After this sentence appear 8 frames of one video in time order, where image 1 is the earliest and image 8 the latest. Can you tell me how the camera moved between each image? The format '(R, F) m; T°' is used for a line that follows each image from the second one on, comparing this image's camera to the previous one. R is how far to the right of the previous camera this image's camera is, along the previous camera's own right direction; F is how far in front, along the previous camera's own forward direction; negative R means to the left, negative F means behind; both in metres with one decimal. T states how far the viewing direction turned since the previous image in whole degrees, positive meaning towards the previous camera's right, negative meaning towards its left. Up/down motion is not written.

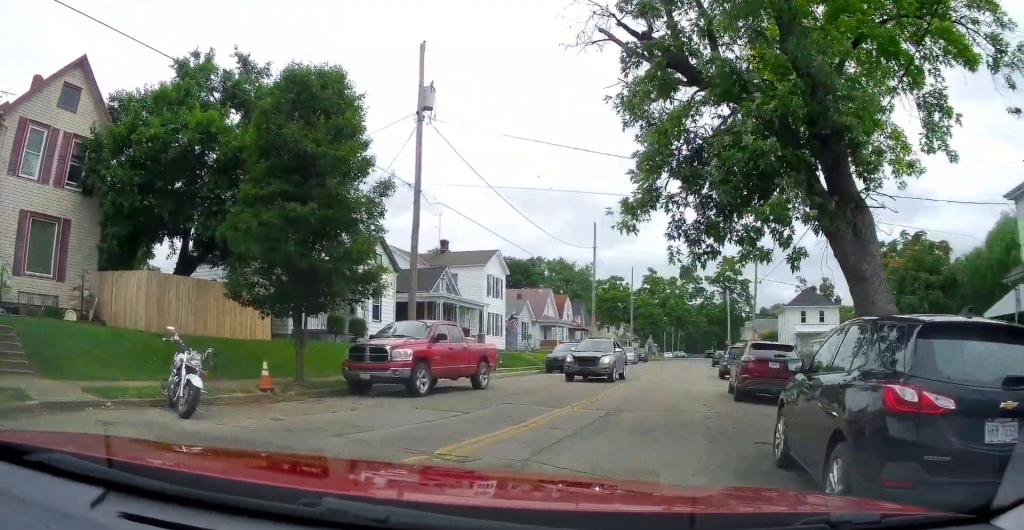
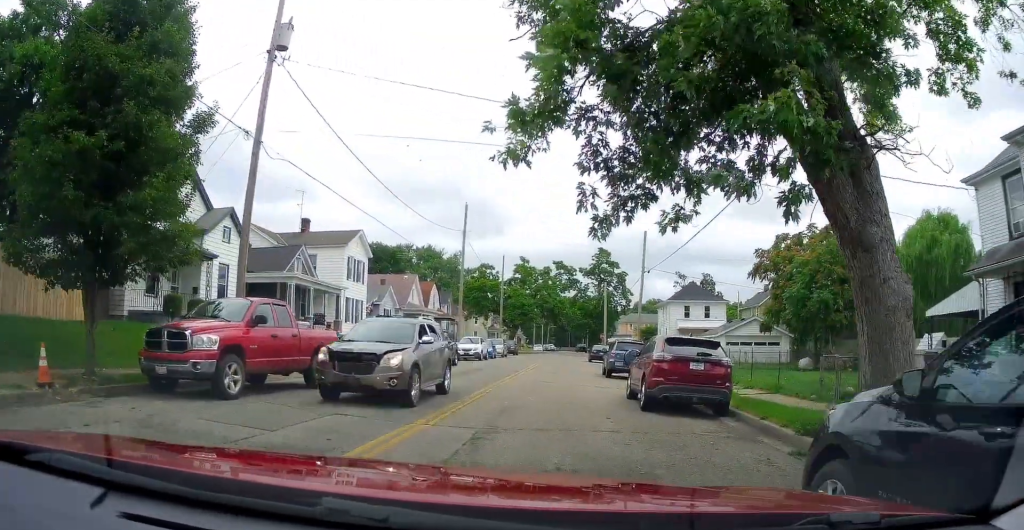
(0.0, +3.2) m; +12°
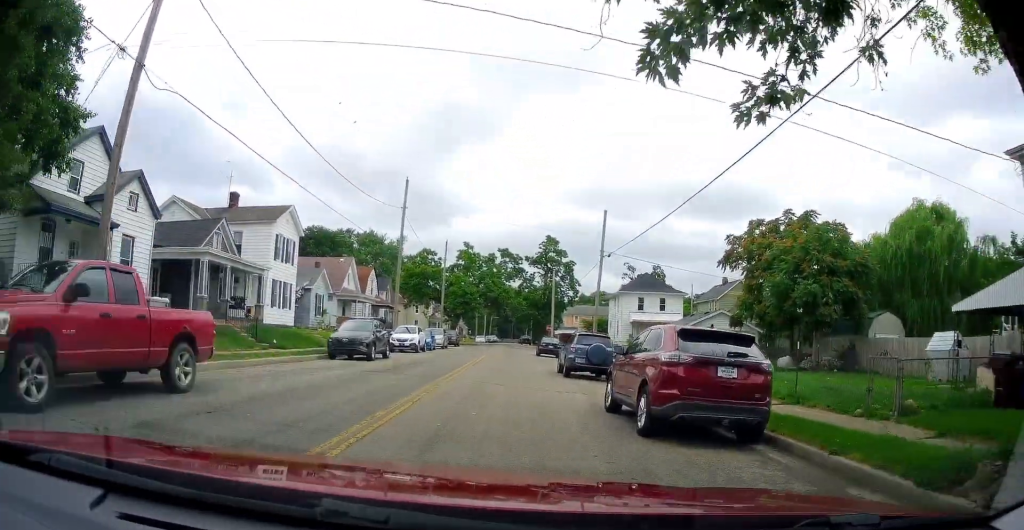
(+0.7, +3.6) m; +10°
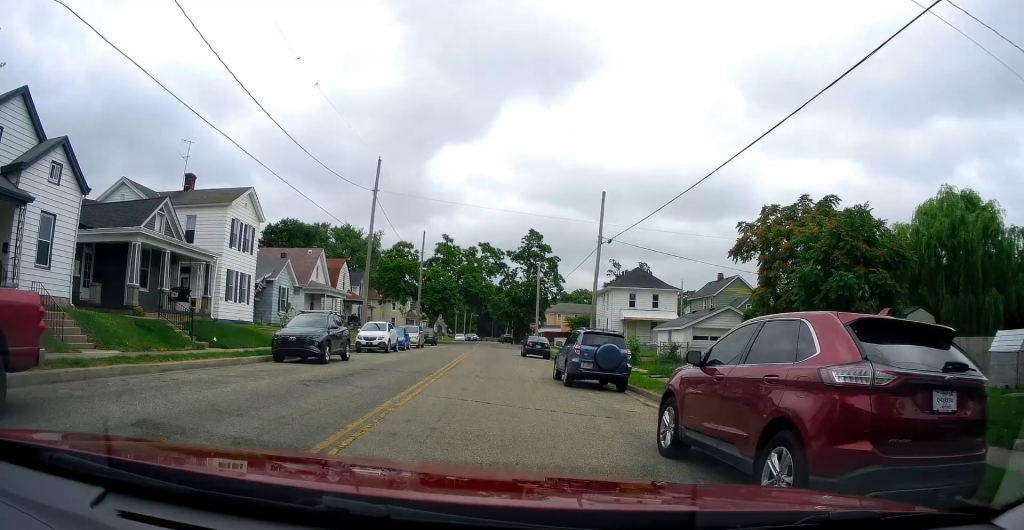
(+0.1, +4.2) m; +1°
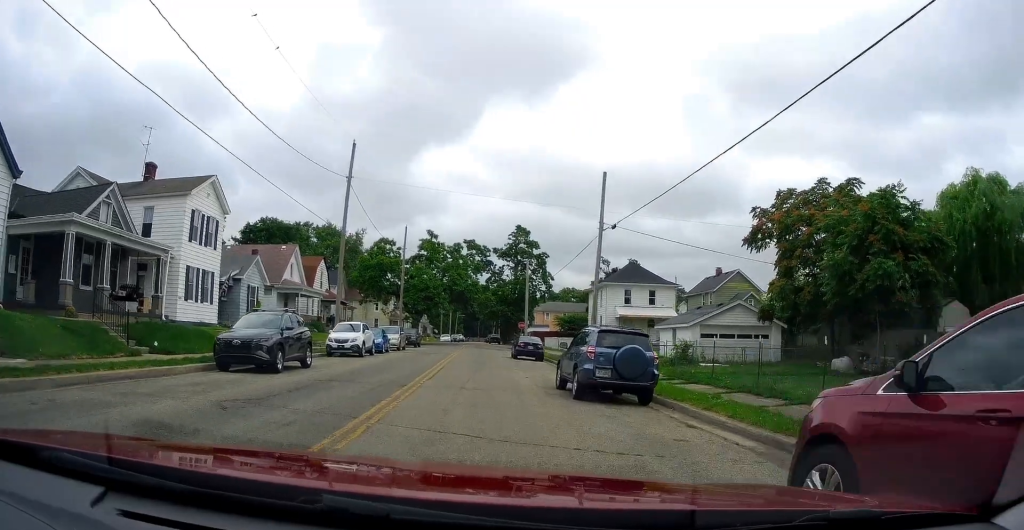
(0.0, +3.4) m; 0°
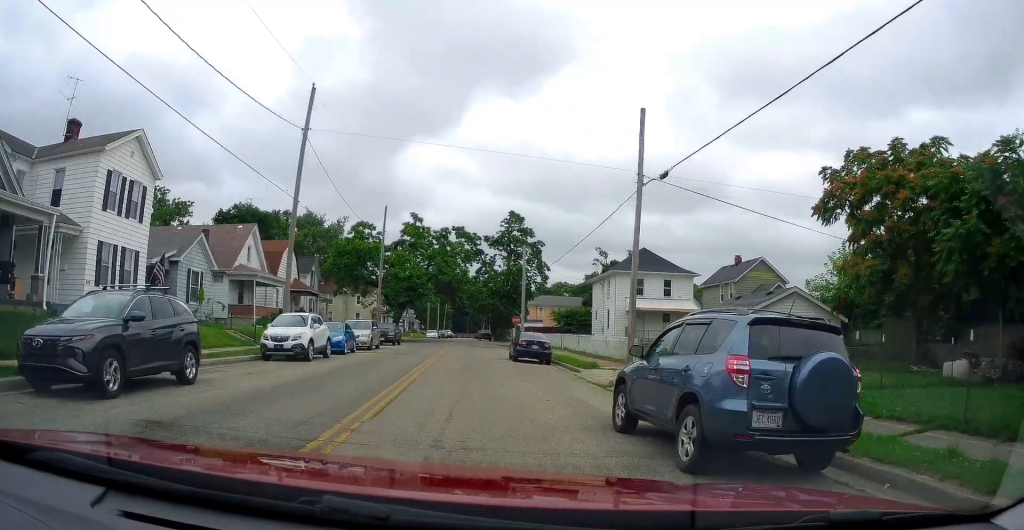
(0.0, +7.5) m; 0°
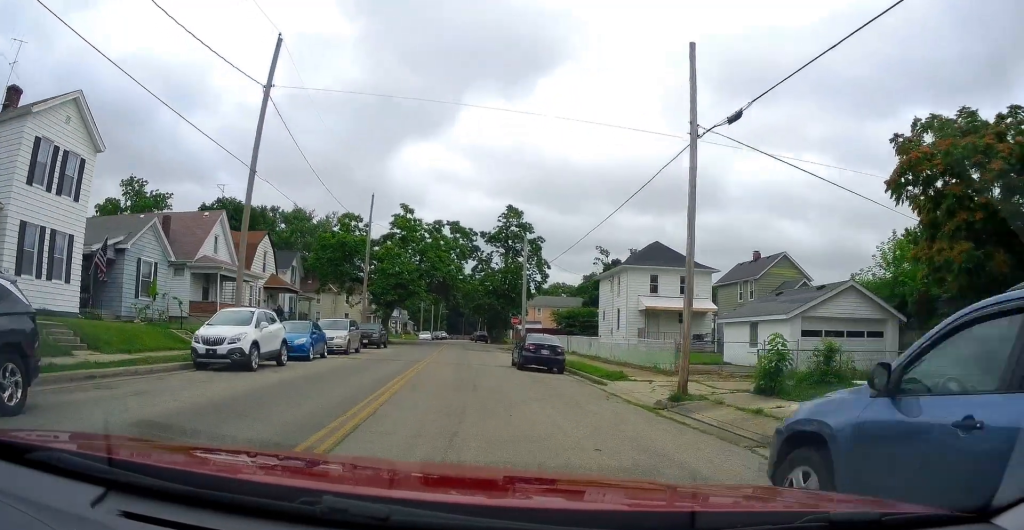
(0.0, +5.1) m; -1°
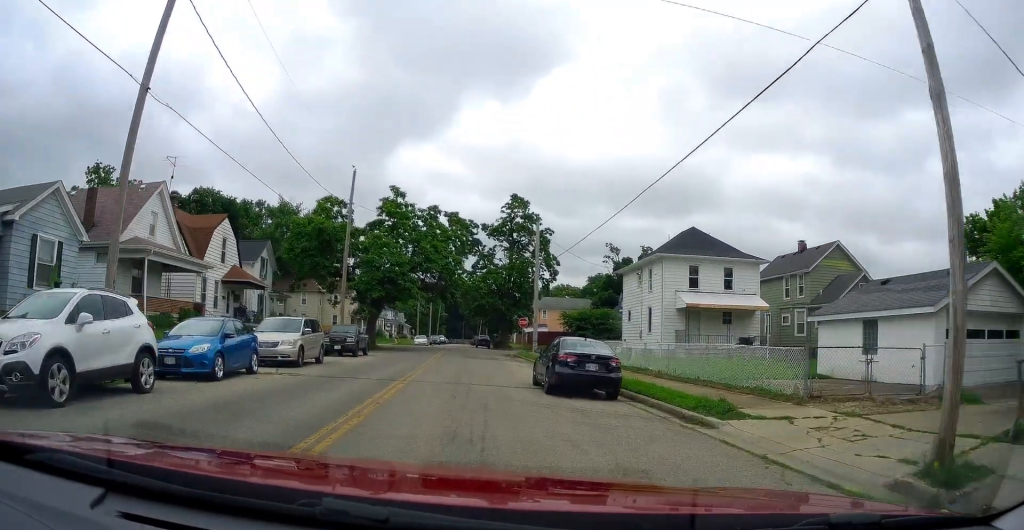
(-0.1, +8.3) m; -2°
